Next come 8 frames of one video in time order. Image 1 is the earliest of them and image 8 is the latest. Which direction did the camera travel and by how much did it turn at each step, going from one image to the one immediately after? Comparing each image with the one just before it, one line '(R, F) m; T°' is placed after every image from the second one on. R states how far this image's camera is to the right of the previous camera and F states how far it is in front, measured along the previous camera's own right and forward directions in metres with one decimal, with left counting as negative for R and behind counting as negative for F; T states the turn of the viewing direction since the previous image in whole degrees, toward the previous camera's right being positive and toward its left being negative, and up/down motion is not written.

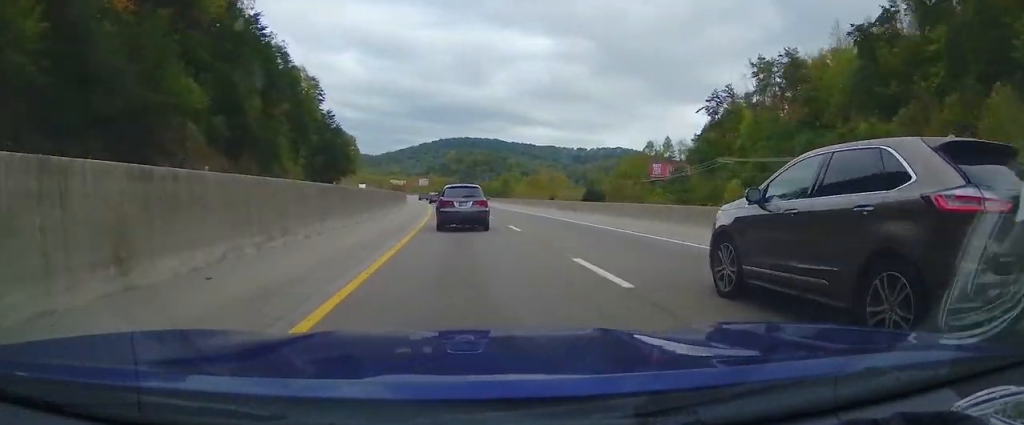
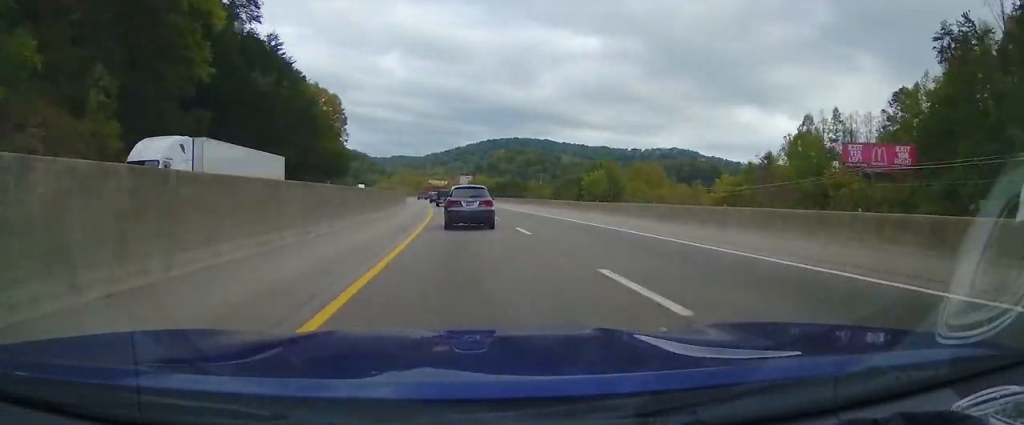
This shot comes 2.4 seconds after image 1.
(-4.7, +75.5) m; -4°
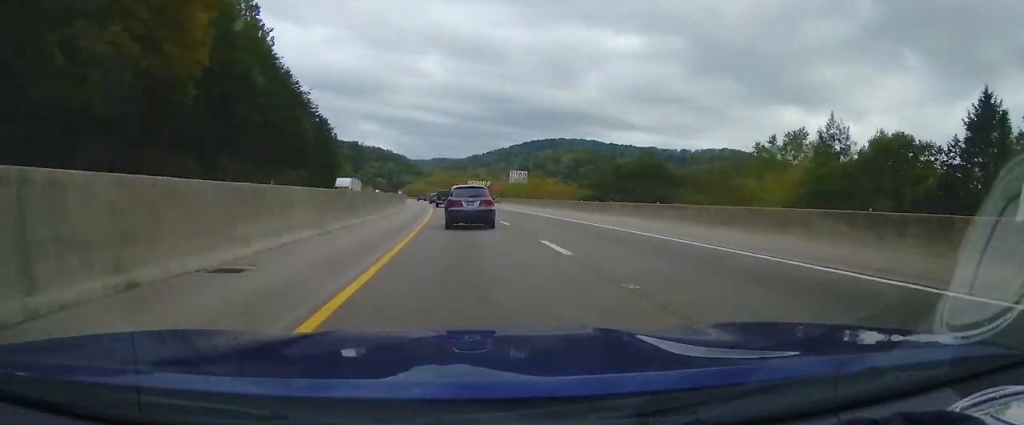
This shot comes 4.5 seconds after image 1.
(-4.2, +67.6) m; -3°
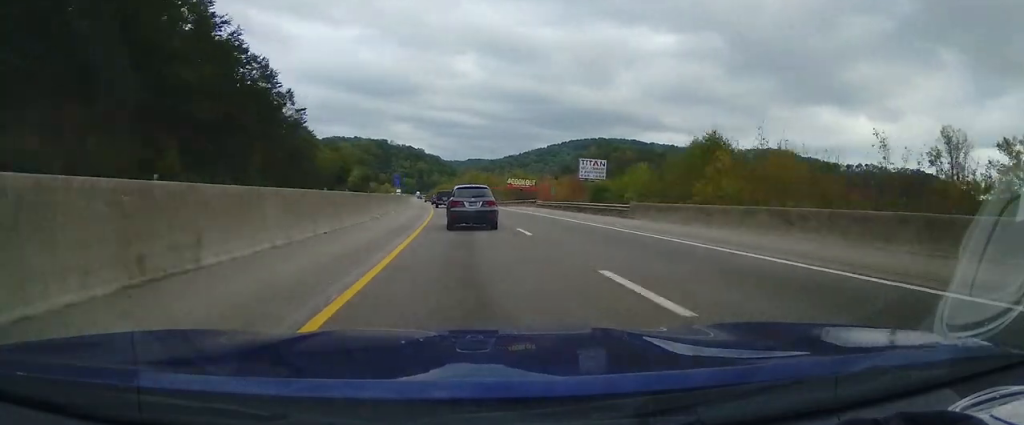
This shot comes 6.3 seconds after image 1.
(-0.5, +55.3) m; -1°
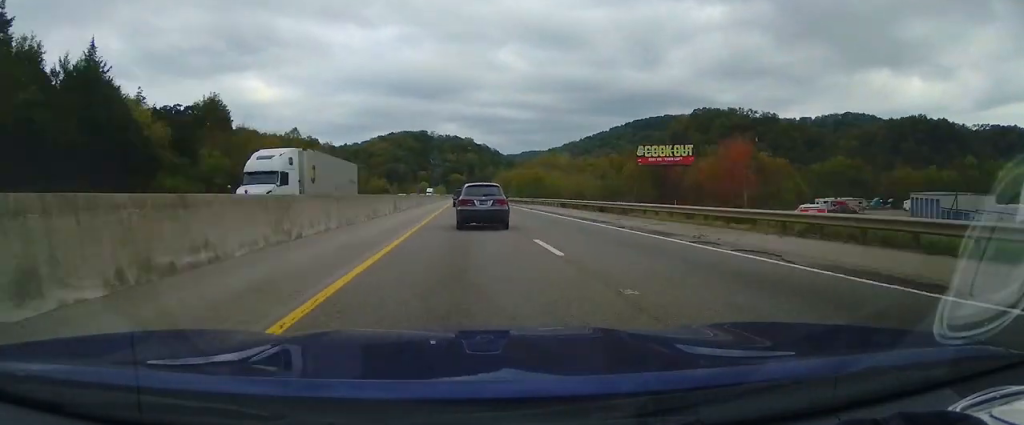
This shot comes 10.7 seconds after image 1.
(-2.0, +140.3) m; -1°
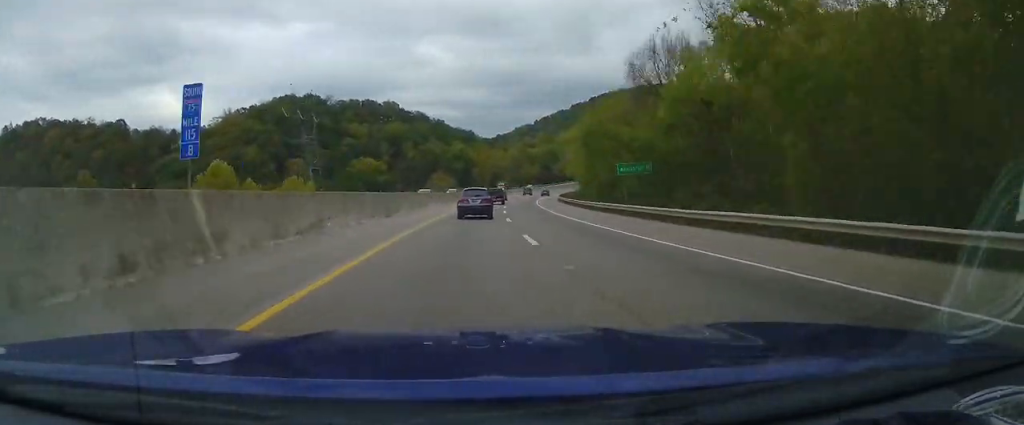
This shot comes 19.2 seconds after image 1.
(+16.3, +272.0) m; +13°
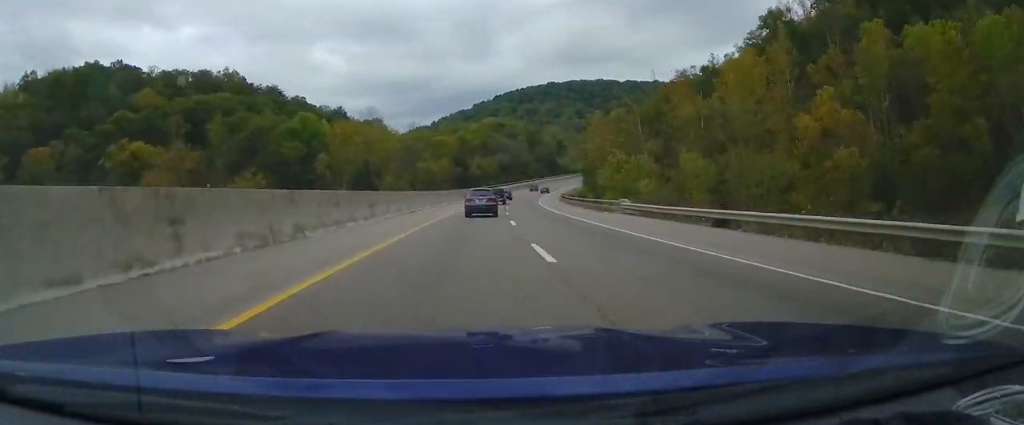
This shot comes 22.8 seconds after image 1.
(+10.8, +116.2) m; +10°
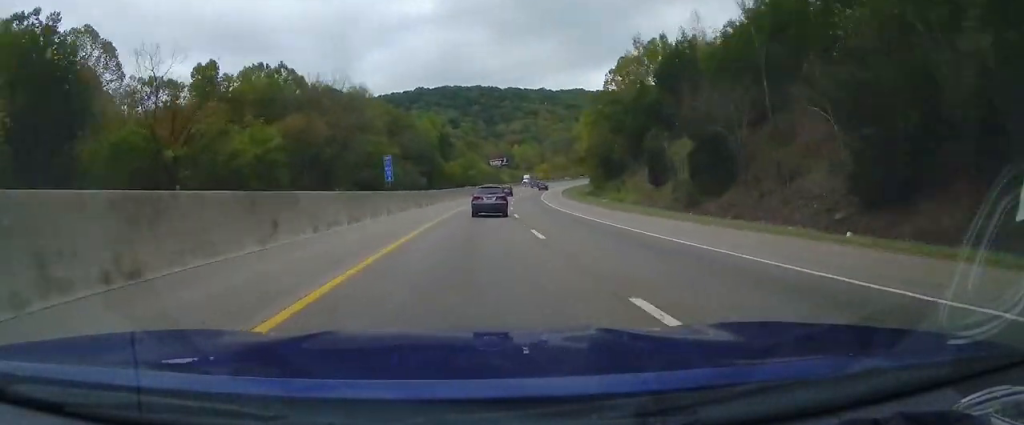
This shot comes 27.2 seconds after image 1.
(+15.6, +142.4) m; +13°
